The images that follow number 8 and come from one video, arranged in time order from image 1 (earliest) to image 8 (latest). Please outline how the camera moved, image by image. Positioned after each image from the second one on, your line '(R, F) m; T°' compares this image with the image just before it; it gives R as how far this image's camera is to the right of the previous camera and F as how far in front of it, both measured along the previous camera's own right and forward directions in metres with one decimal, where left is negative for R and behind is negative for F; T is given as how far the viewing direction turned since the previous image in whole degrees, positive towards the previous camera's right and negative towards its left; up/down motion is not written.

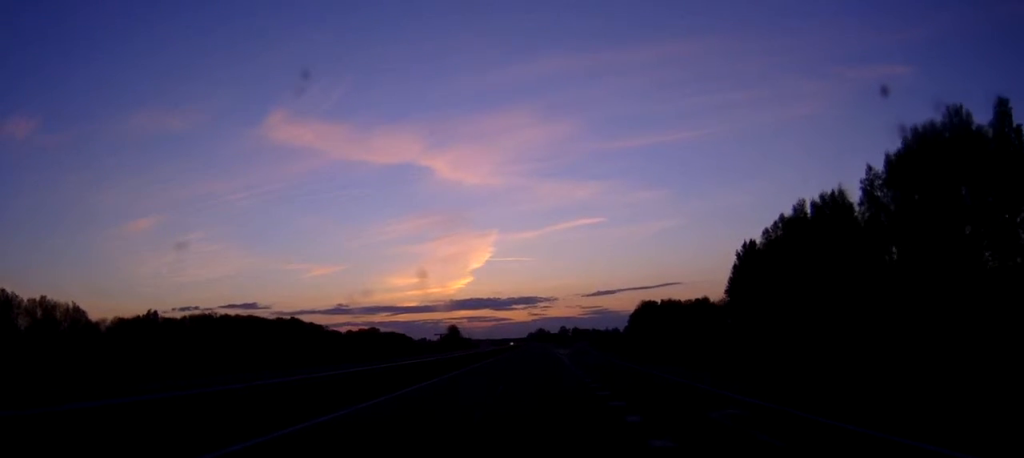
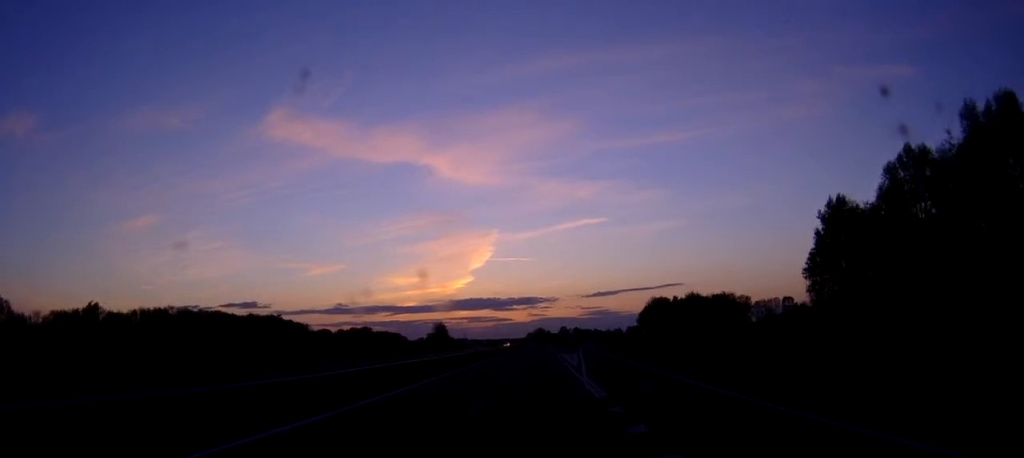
(+0.1, +36.7) m; 0°
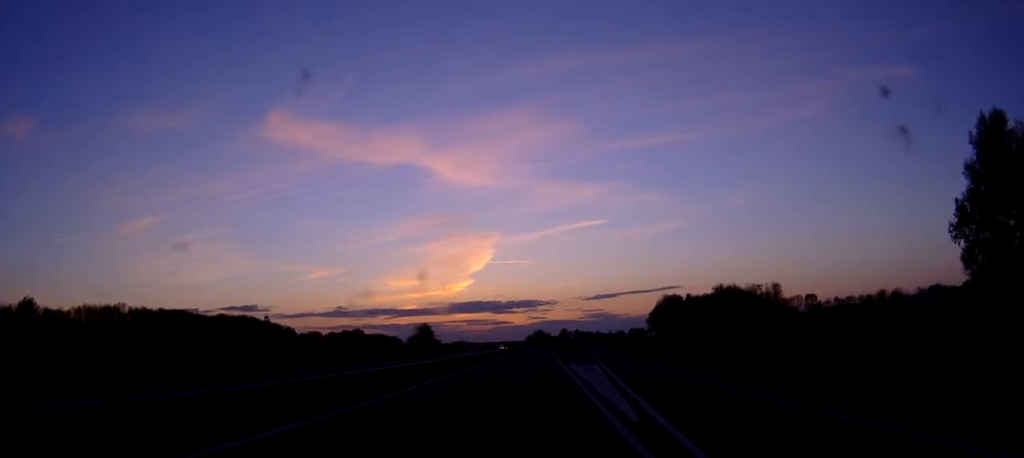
(0.0, +33.4) m; 0°
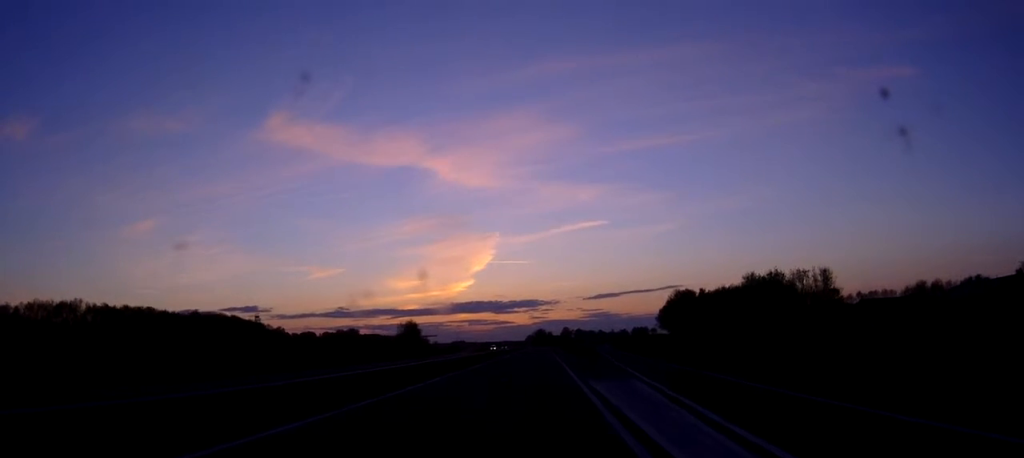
(-0.1, +25.5) m; 0°
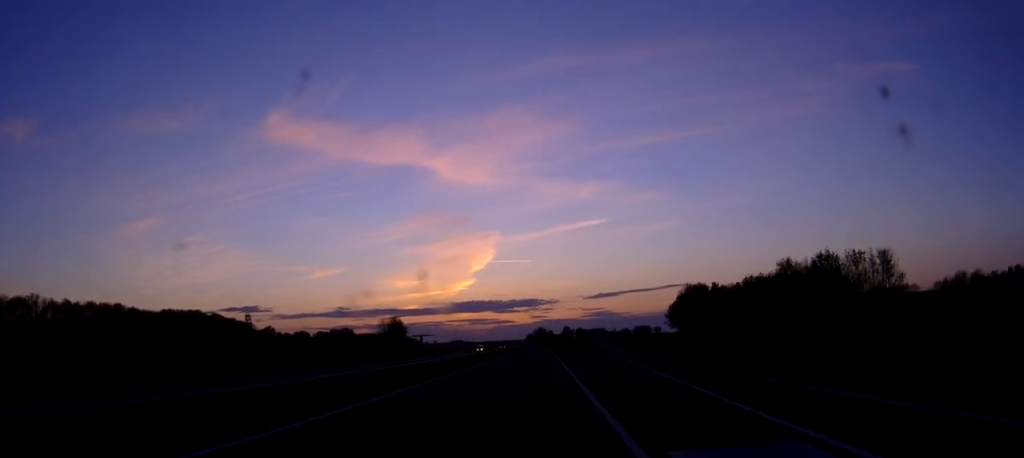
(+0.1, +22.0) m; 0°
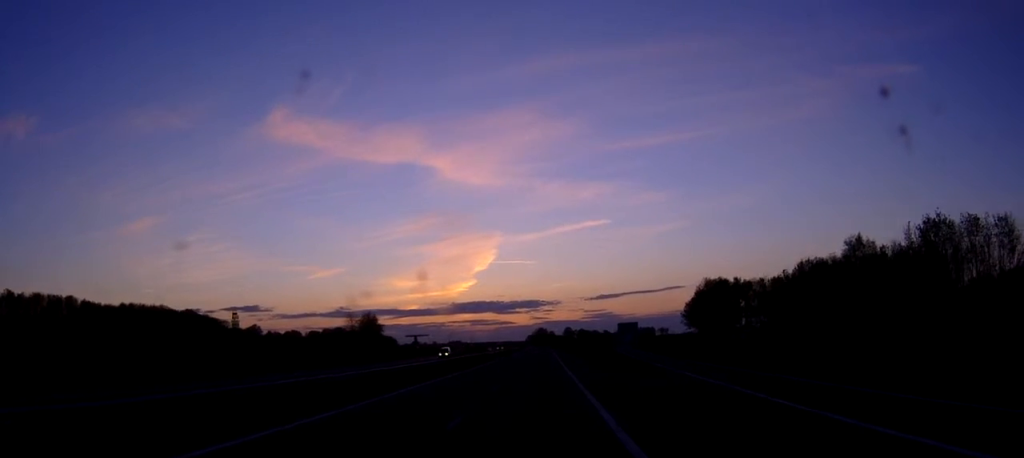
(0.0, +29.1) m; 0°
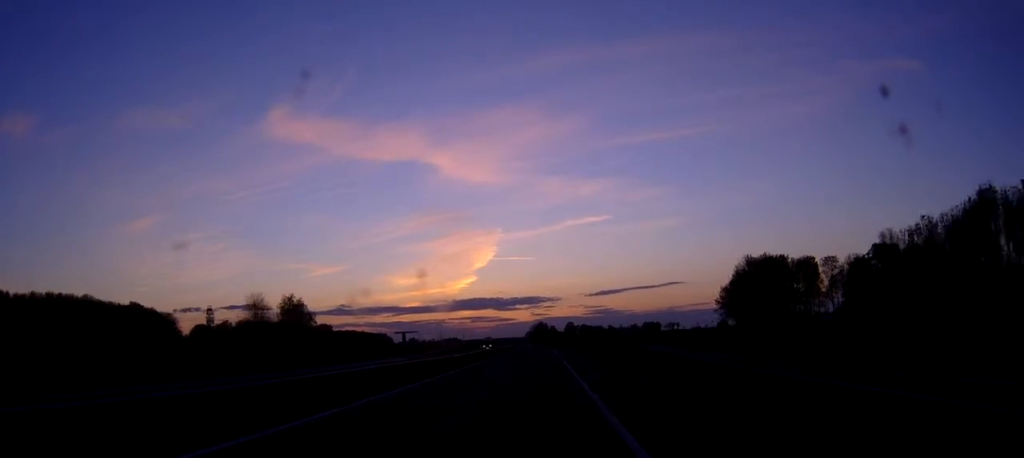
(-0.2, +48.2) m; 0°
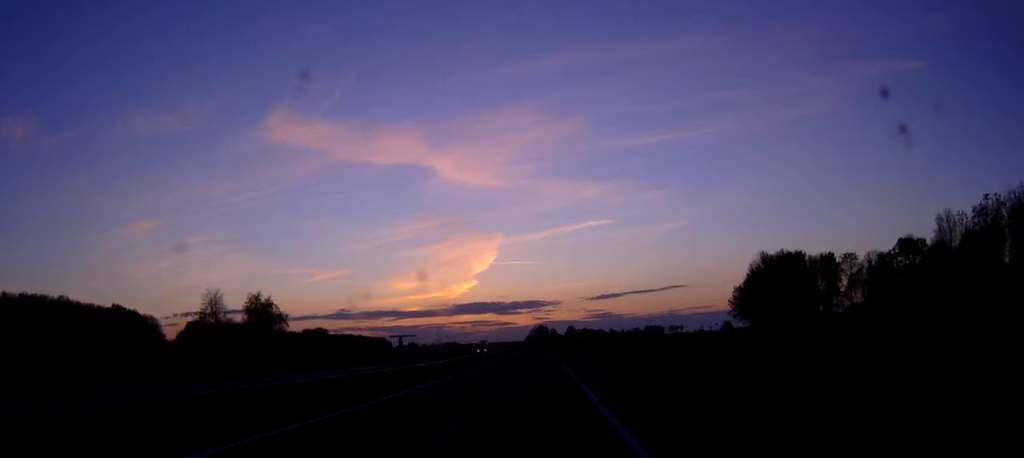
(0.0, +13.1) m; 0°
